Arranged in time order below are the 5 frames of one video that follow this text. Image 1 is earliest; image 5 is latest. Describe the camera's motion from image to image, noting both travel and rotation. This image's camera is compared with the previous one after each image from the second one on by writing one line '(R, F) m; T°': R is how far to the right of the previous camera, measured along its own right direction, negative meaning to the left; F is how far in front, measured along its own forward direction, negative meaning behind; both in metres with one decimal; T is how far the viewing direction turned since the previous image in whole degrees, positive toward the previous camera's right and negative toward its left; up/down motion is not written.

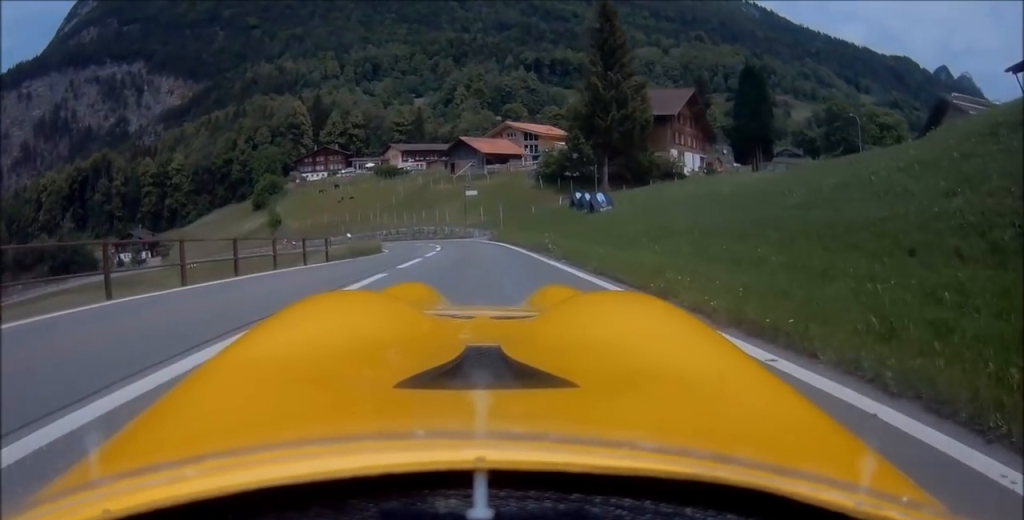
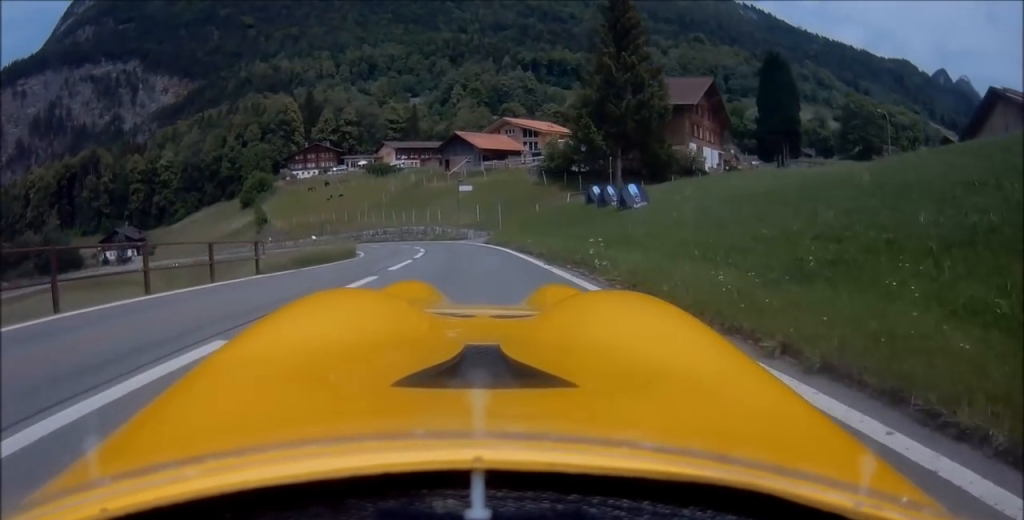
(0.0, +6.6) m; -2°
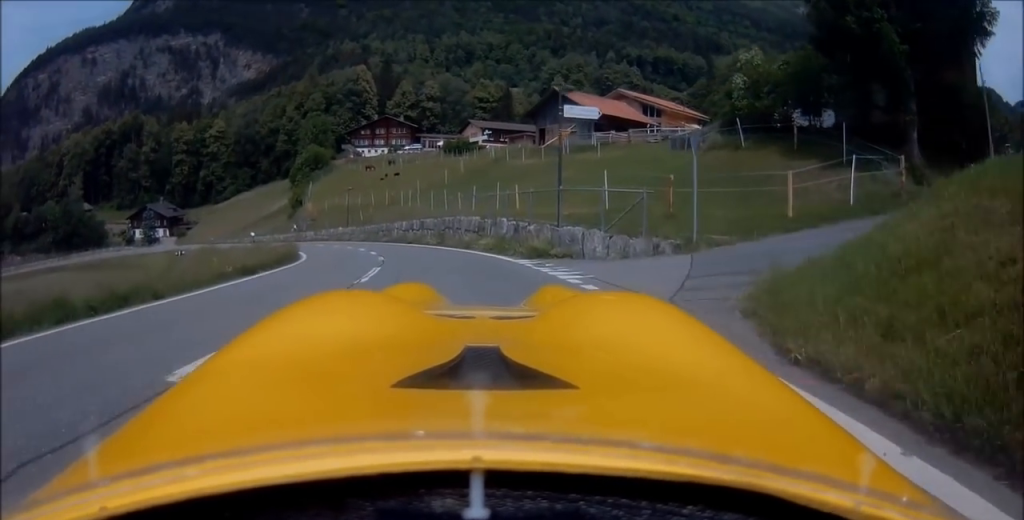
(-3.4, +30.1) m; -15°
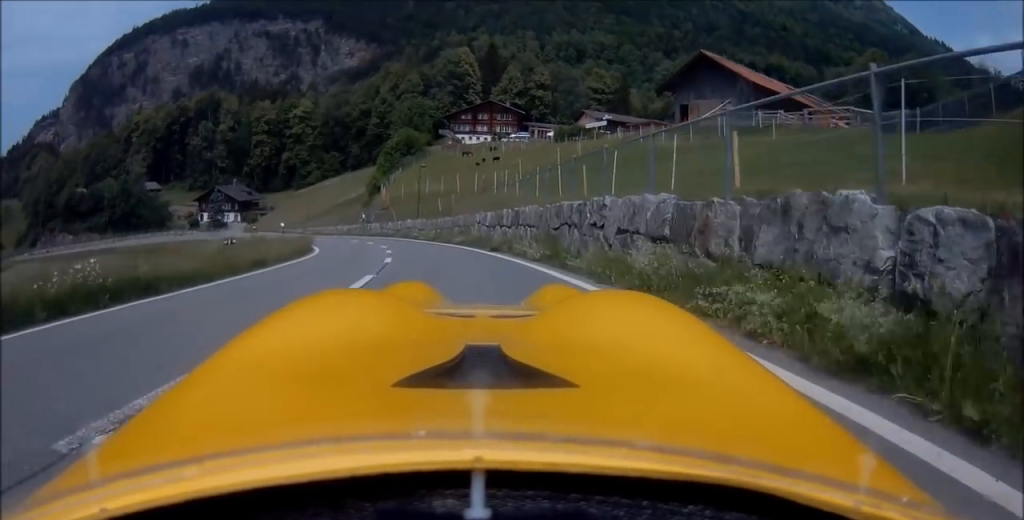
(-1.7, +19.3) m; -10°
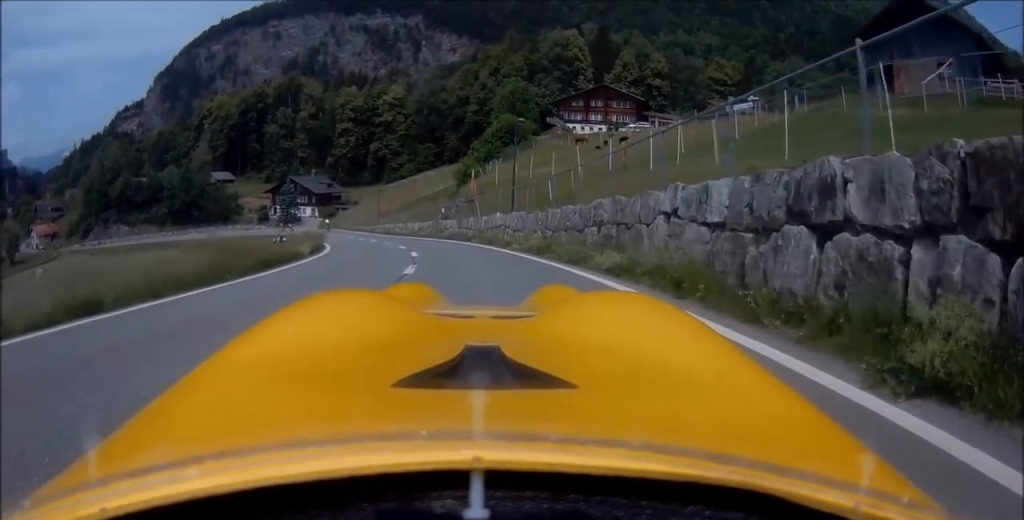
(-1.6, +19.8) m; -7°
